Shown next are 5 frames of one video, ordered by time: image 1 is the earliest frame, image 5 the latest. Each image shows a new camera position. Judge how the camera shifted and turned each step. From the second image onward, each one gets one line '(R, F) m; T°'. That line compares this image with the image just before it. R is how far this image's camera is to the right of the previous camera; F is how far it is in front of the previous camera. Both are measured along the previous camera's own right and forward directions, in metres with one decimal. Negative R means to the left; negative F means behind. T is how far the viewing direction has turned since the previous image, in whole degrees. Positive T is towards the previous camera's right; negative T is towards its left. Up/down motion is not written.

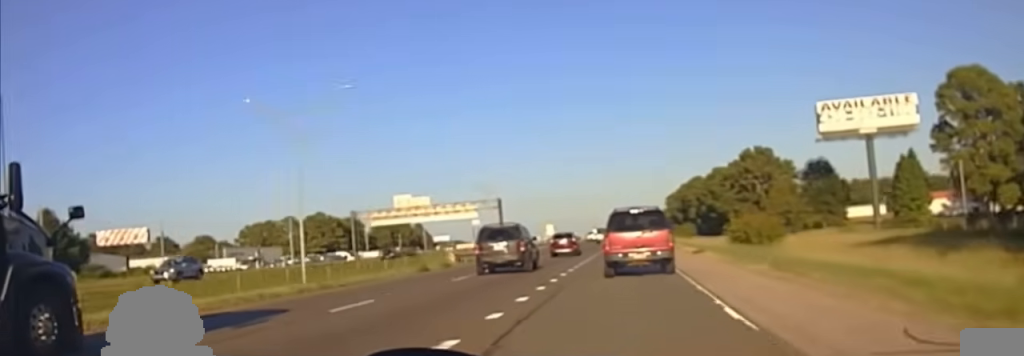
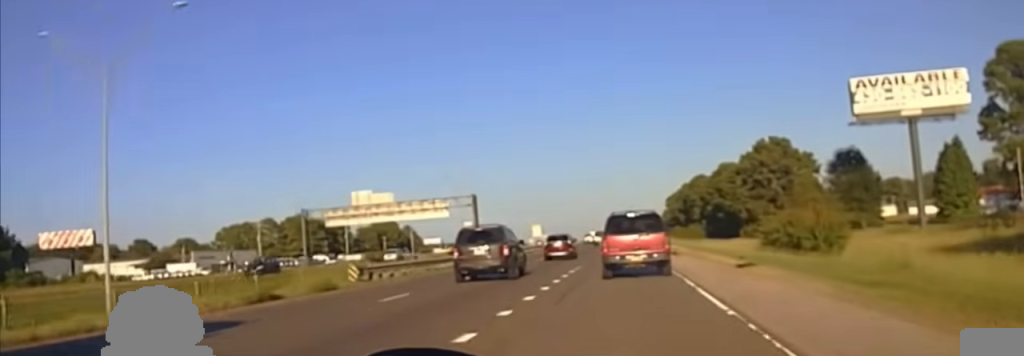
(0.0, +20.4) m; 0°
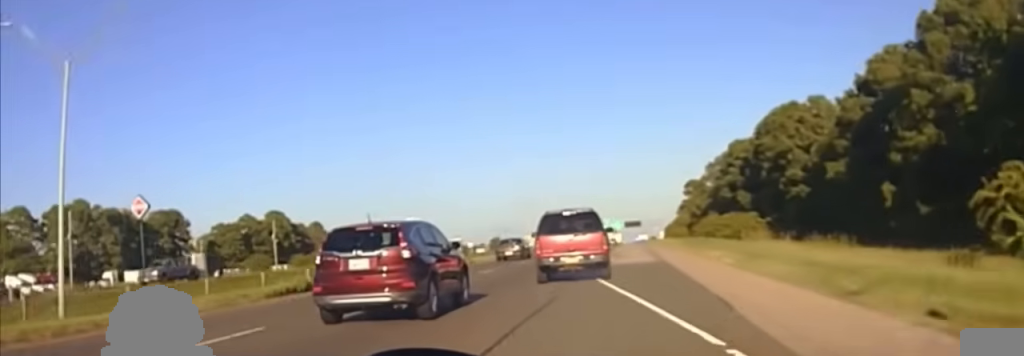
(+0.9, +151.7) m; 0°
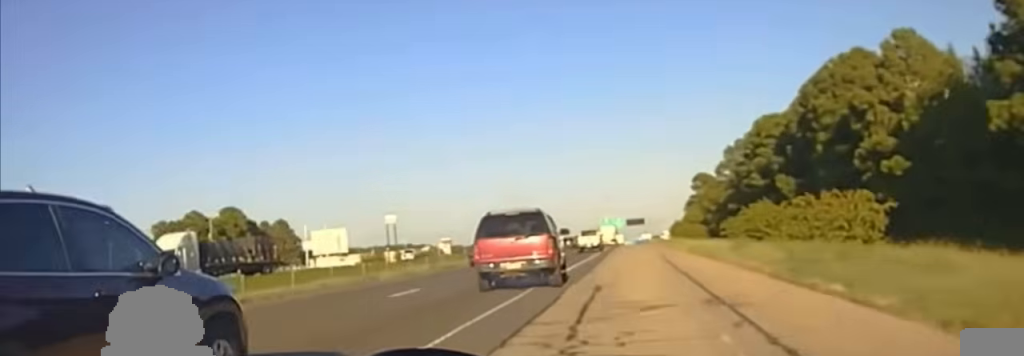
(-0.3, +38.6) m; 0°
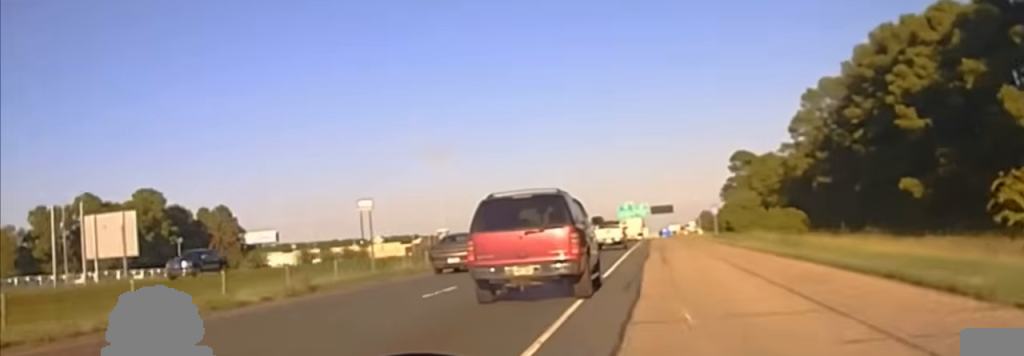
(+0.1, +62.6) m; 0°
